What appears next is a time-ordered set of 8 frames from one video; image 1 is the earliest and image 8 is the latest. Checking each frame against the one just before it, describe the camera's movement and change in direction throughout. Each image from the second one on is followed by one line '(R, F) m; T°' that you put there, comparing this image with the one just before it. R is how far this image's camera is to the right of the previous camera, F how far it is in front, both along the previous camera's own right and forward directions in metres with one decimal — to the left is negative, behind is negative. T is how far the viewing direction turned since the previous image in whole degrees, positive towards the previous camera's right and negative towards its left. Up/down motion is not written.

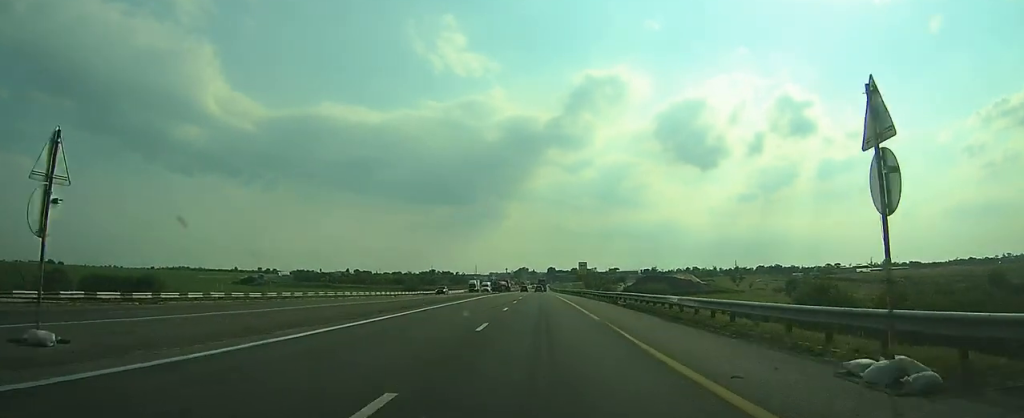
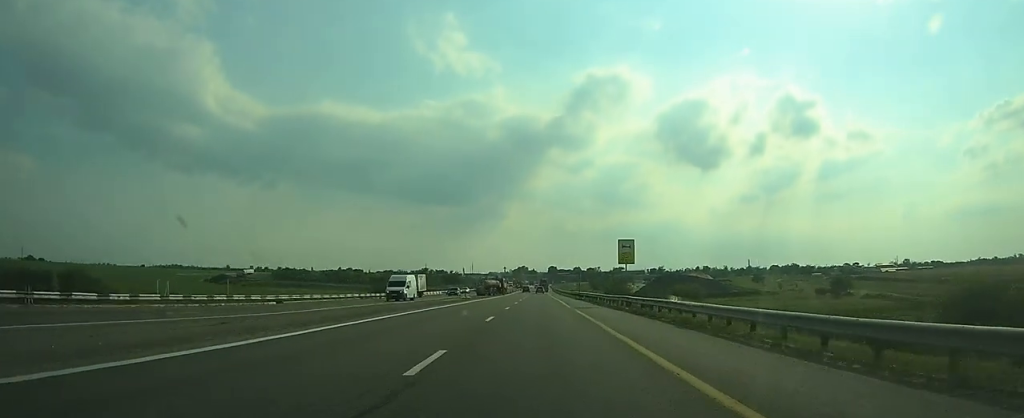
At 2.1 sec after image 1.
(+0.3, +43.0) m; +1°
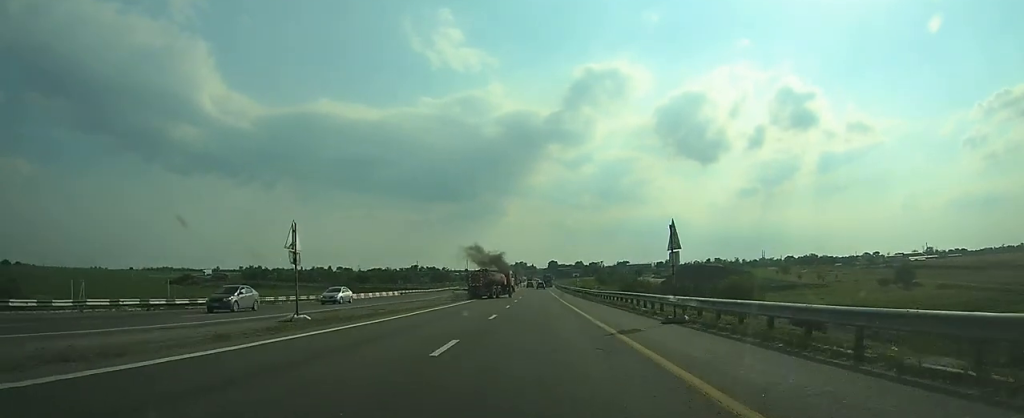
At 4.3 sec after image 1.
(+0.3, +45.9) m; 0°
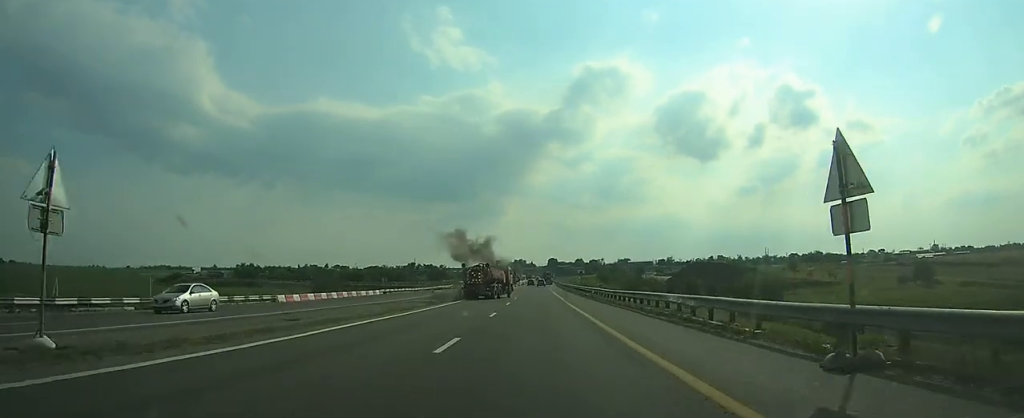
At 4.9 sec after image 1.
(0.0, +11.6) m; 0°
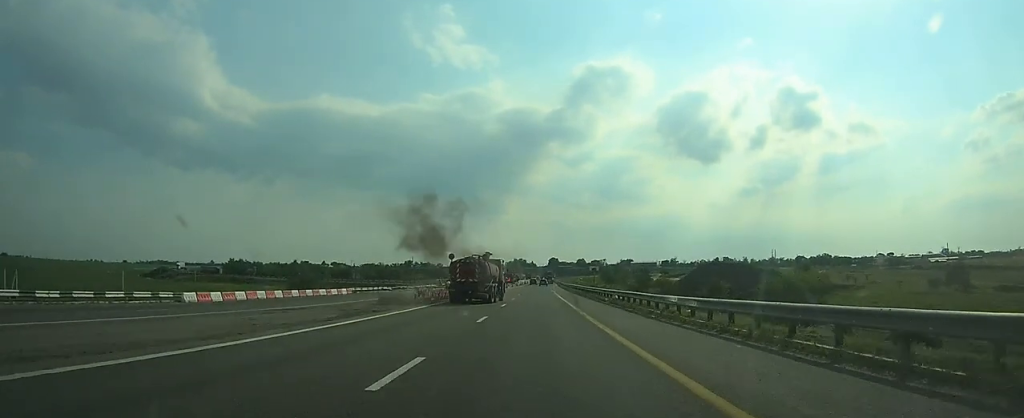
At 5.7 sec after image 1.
(-0.1, +16.3) m; 0°
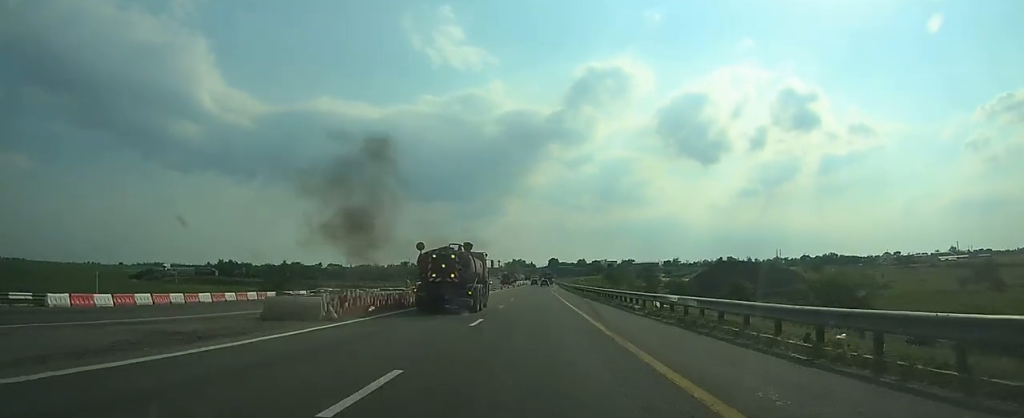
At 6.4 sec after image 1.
(0.0, +13.5) m; 0°
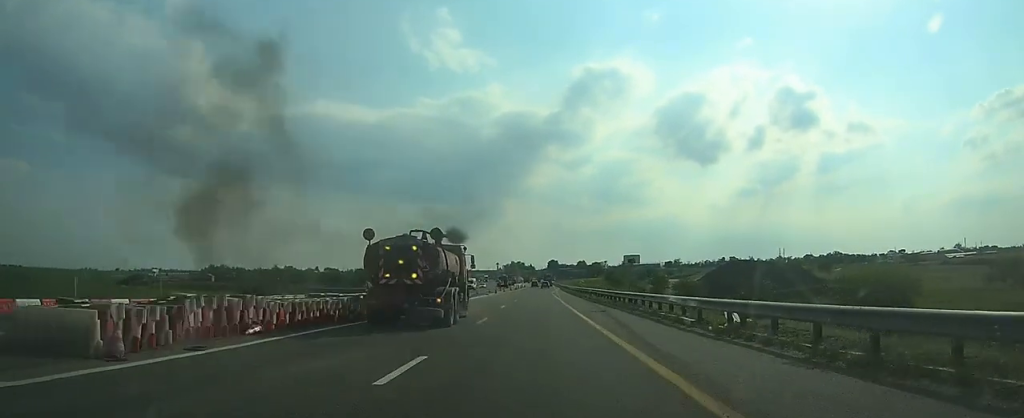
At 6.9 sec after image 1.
(0.0, +10.1) m; 0°
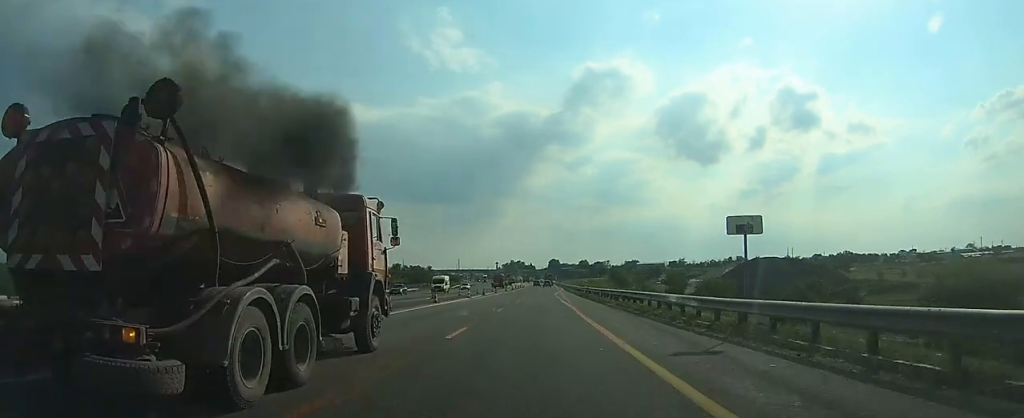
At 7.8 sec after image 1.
(+0.1, +18.2) m; 0°
